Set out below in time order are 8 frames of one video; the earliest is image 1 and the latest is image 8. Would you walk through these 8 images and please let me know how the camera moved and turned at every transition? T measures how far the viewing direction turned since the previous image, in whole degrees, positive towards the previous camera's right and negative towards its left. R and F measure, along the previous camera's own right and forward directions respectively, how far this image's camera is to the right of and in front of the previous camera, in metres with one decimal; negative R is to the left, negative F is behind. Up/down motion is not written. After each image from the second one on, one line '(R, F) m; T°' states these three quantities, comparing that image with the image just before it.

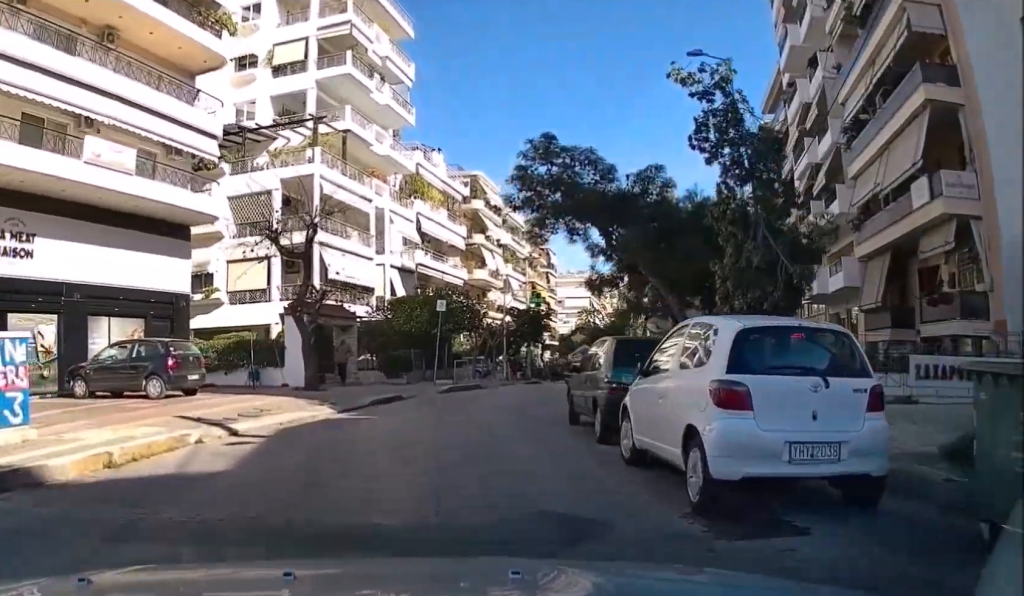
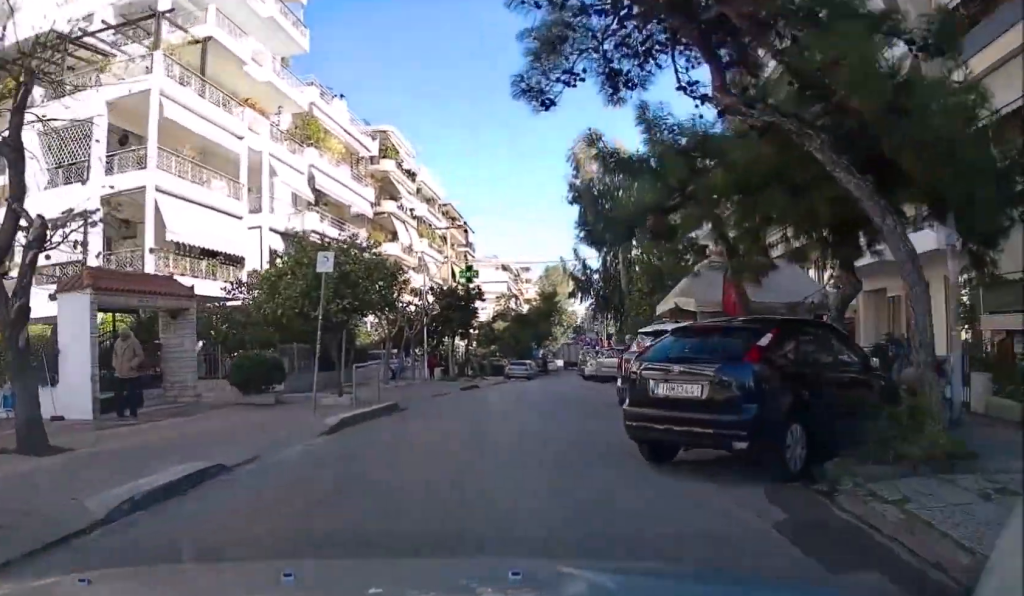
(+0.7, +11.8) m; +4°
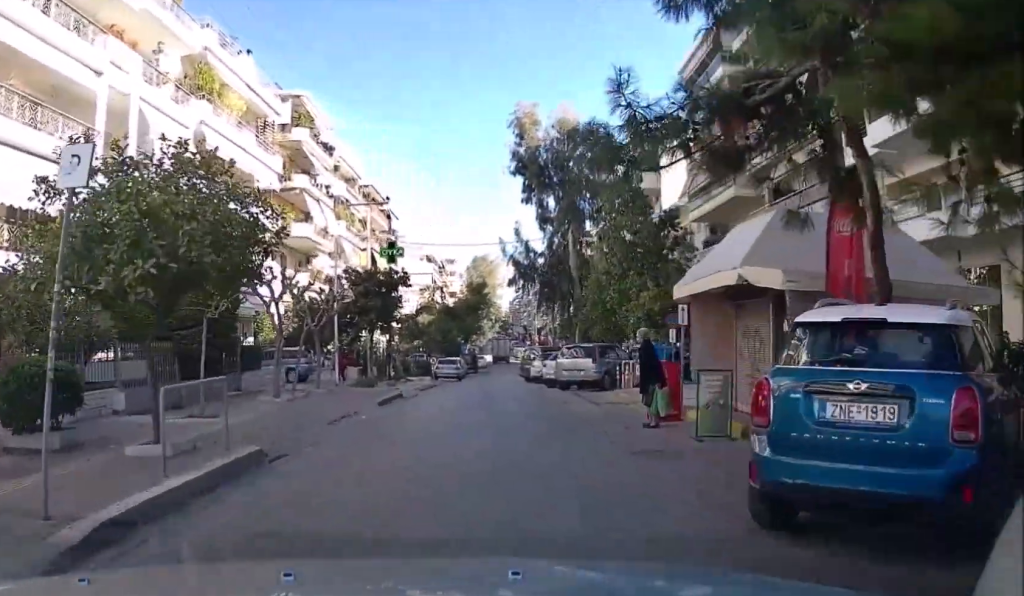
(0.0, +7.6) m; +2°
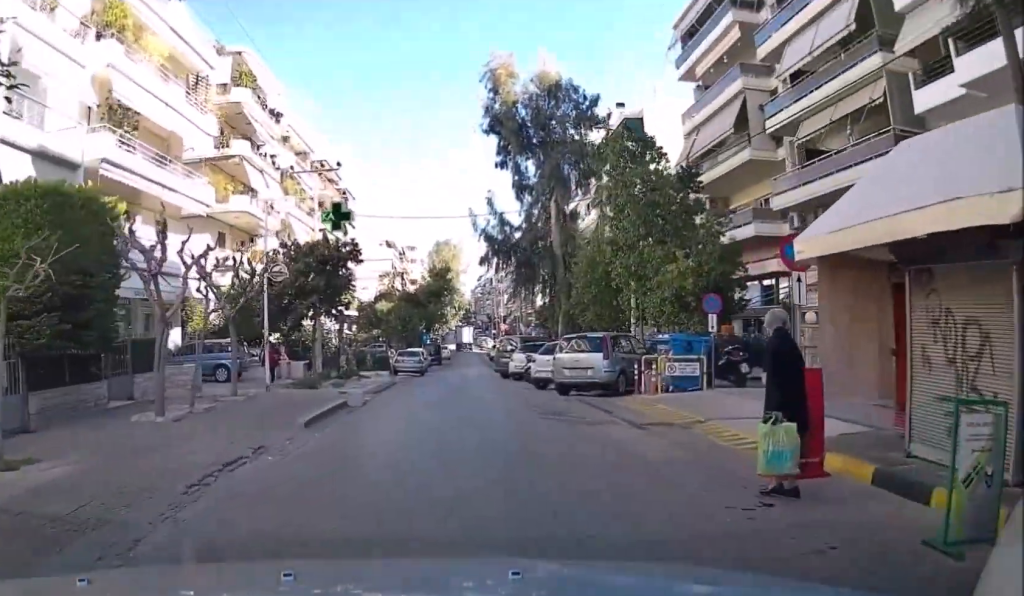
(+0.2, +6.2) m; +2°
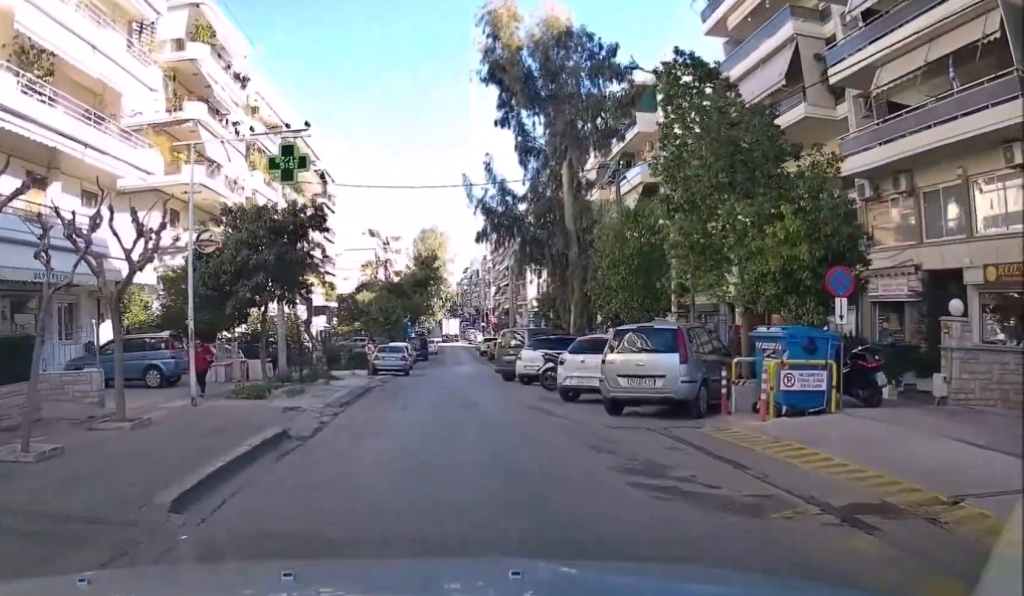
(0.0, +6.5) m; +1°
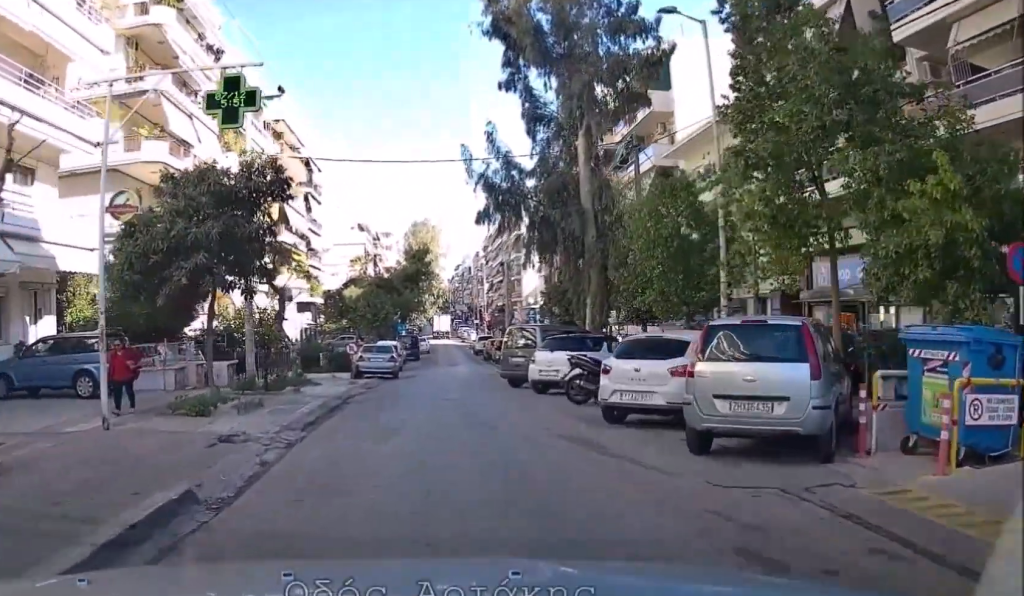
(0.0, +4.4) m; +1°
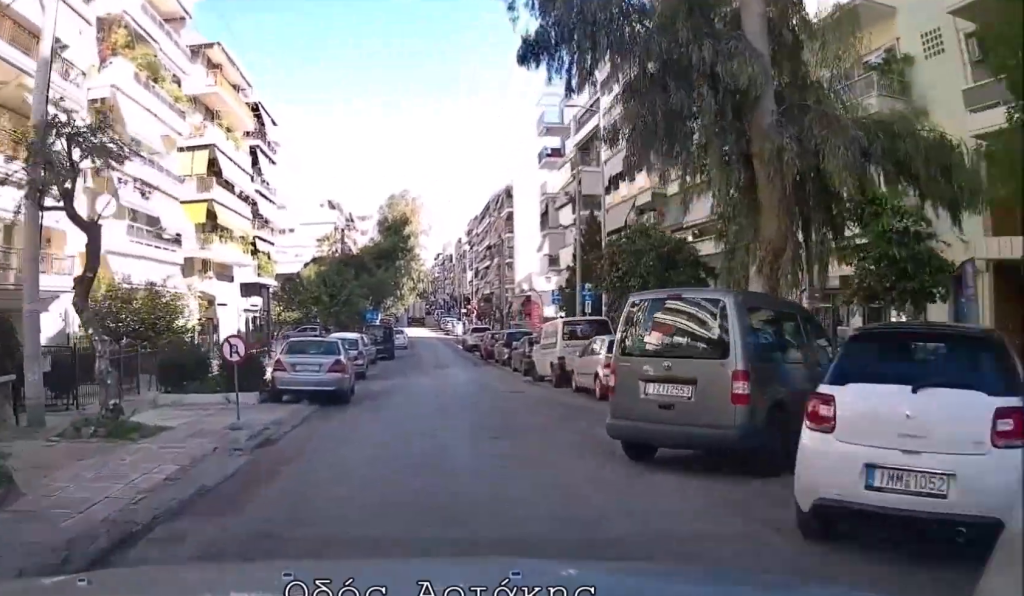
(+0.7, +15.1) m; +5°
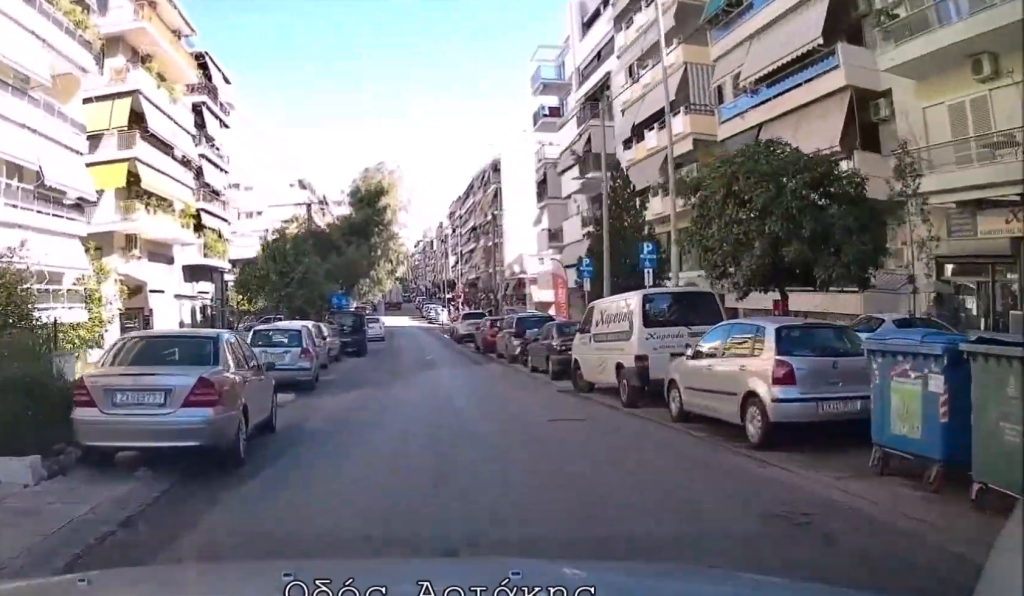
(+0.2, +9.4) m; +2°
